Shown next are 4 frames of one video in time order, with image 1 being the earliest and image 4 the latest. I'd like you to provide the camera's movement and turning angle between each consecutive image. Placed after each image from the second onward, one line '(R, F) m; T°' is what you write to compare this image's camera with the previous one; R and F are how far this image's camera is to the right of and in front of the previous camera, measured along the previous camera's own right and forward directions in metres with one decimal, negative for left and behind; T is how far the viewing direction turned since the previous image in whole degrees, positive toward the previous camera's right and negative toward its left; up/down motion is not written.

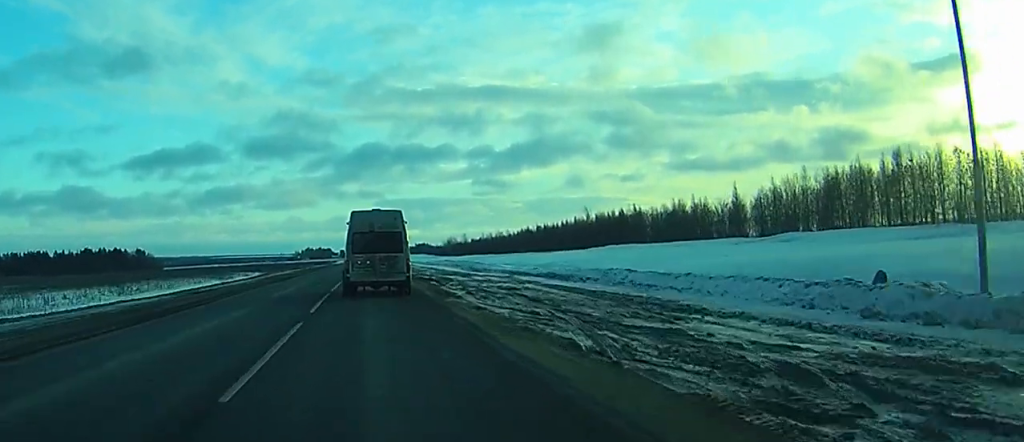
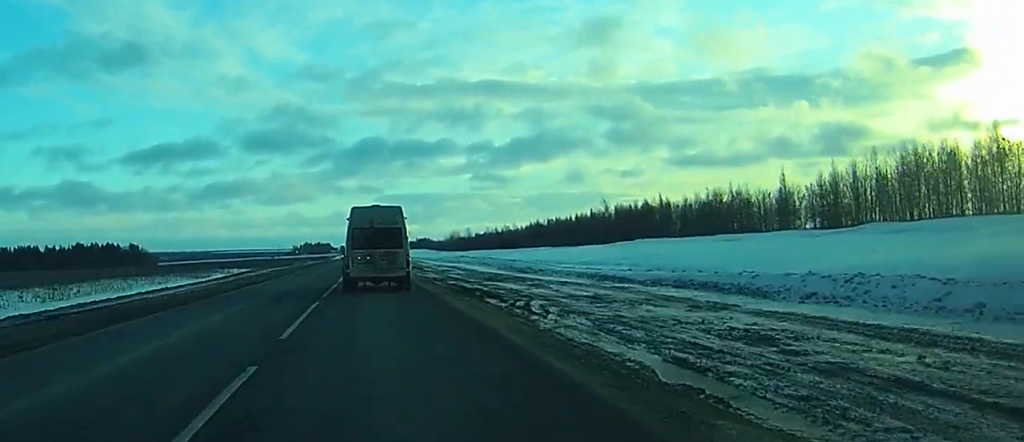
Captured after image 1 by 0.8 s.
(0.0, +18.6) m; 0°
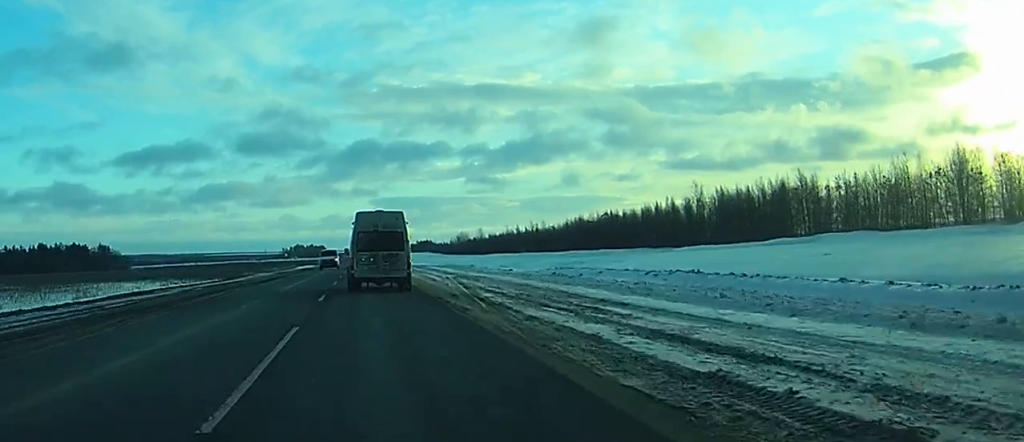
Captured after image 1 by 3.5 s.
(-0.1, +66.5) m; 0°
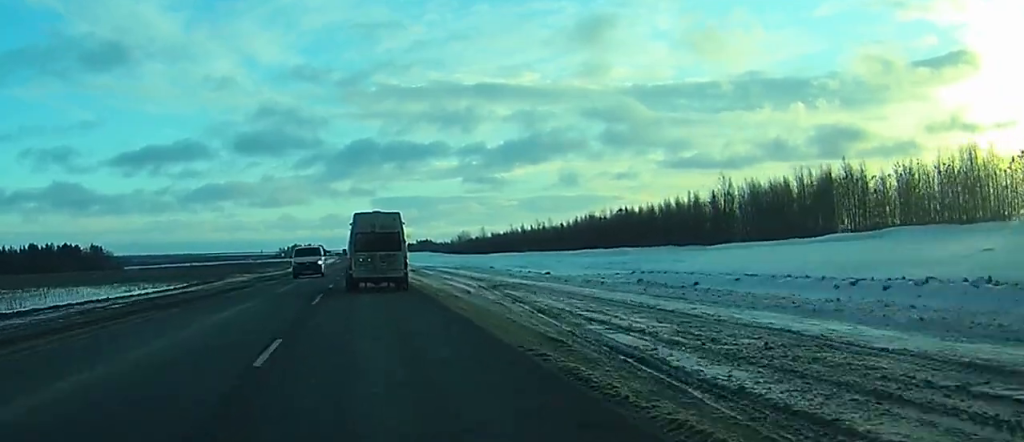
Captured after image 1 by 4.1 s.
(0.0, +13.9) m; 0°
